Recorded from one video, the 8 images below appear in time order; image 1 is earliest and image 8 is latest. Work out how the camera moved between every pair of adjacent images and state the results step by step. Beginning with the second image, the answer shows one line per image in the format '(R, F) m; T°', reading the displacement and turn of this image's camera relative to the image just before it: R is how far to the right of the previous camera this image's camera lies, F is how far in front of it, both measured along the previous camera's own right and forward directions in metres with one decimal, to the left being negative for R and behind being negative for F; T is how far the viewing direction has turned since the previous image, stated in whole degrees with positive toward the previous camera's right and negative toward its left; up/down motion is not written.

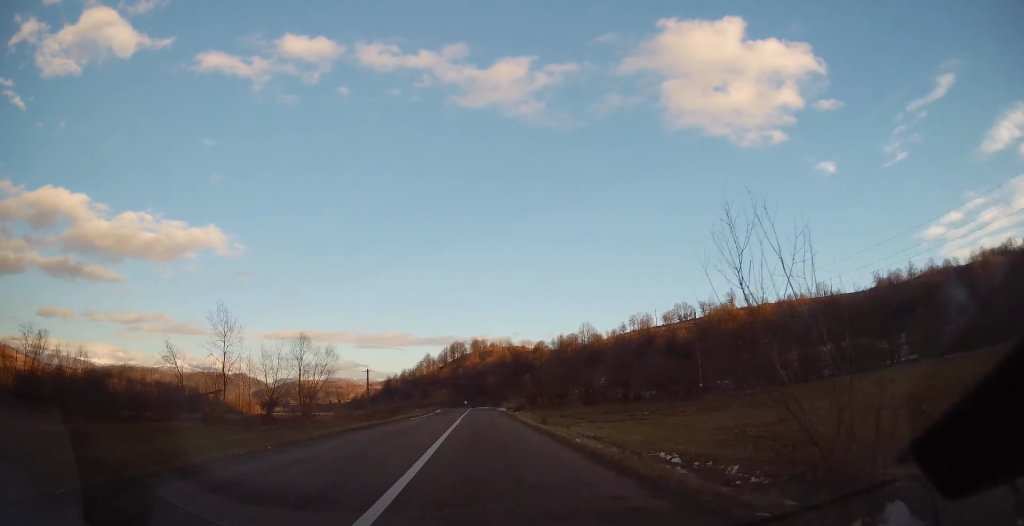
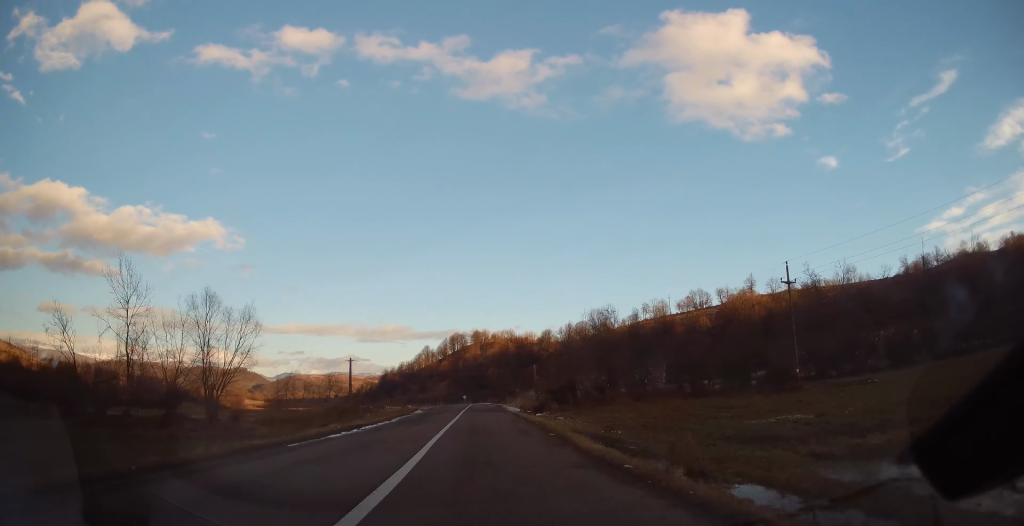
(-0.1, +20.4) m; 0°
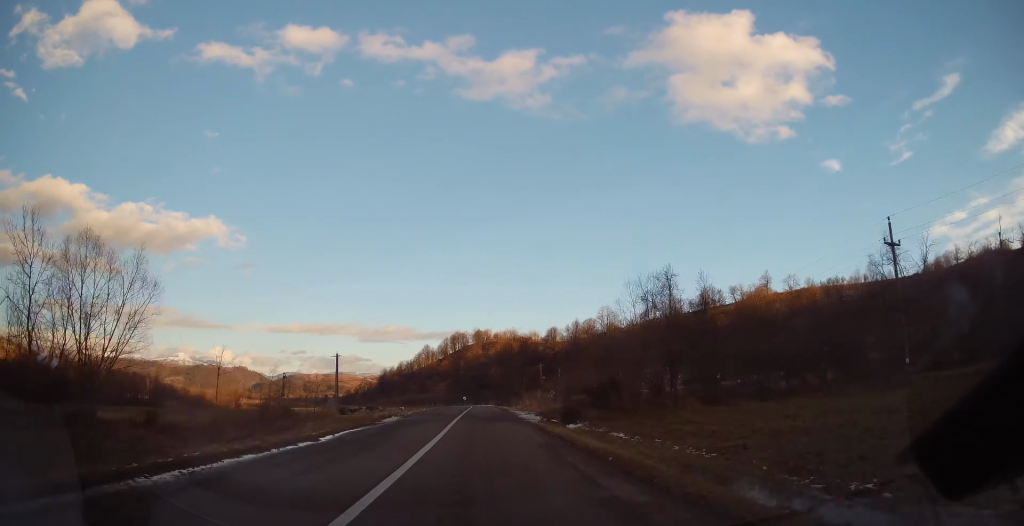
(-0.1, +13.0) m; 0°
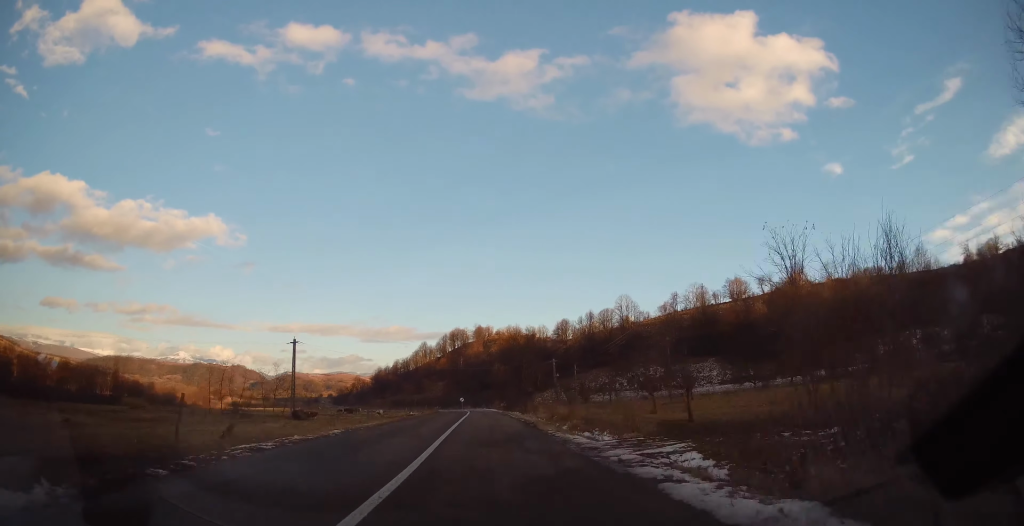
(+0.3, +26.8) m; +1°
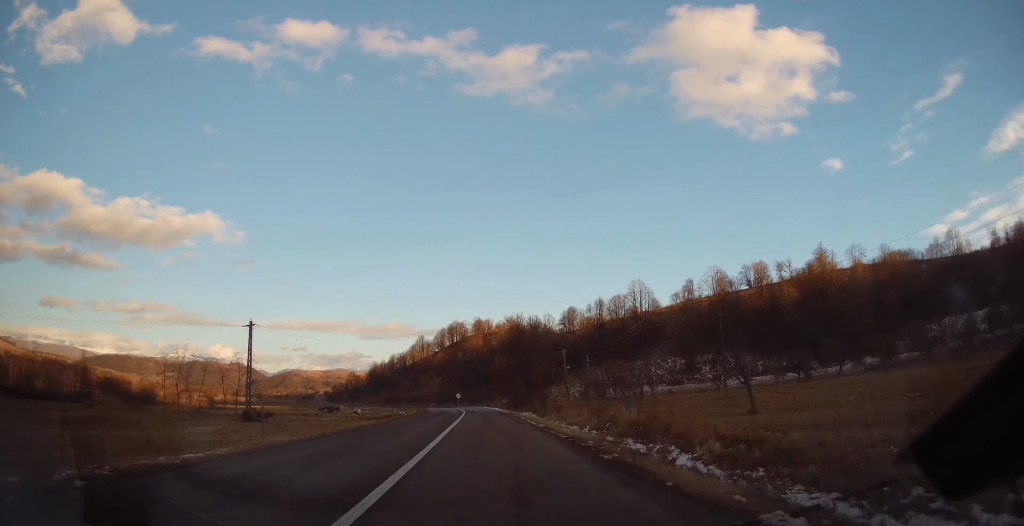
(+0.1, +17.1) m; 0°
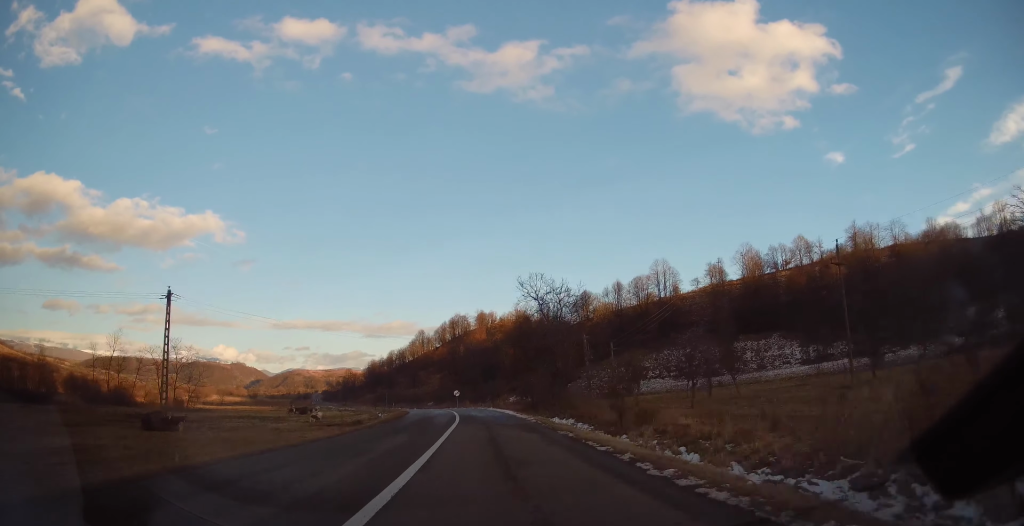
(-0.3, +20.6) m; -2°
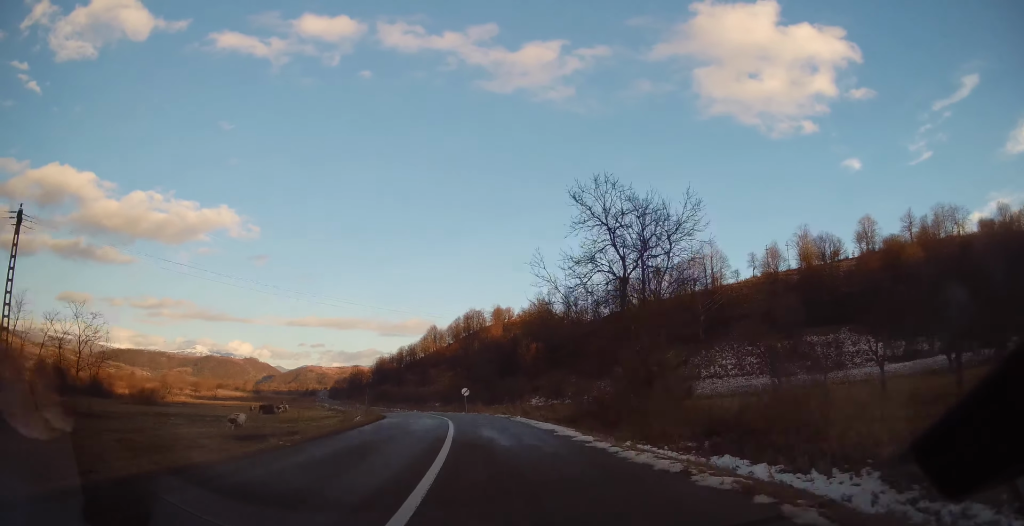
(-0.3, +21.8) m; -2°
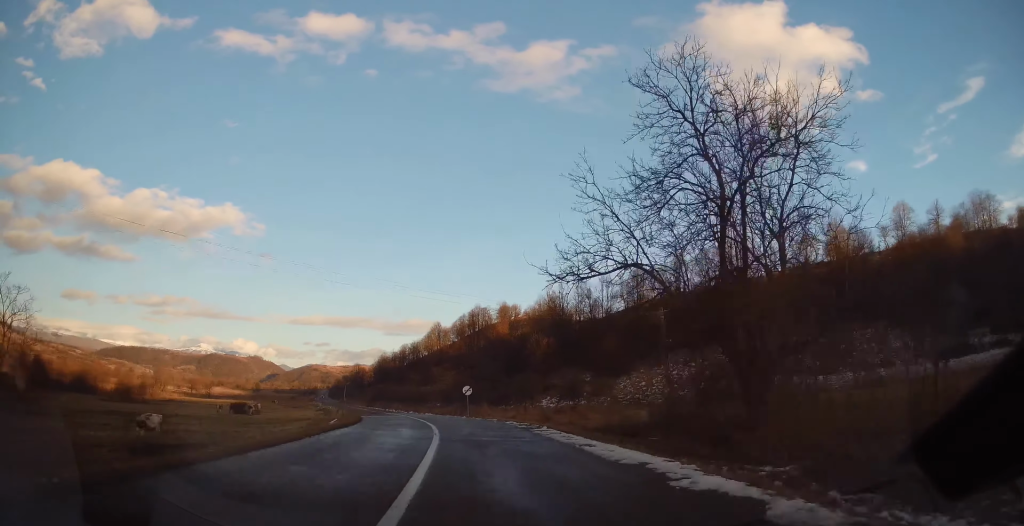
(-0.1, +10.8) m; -2°
